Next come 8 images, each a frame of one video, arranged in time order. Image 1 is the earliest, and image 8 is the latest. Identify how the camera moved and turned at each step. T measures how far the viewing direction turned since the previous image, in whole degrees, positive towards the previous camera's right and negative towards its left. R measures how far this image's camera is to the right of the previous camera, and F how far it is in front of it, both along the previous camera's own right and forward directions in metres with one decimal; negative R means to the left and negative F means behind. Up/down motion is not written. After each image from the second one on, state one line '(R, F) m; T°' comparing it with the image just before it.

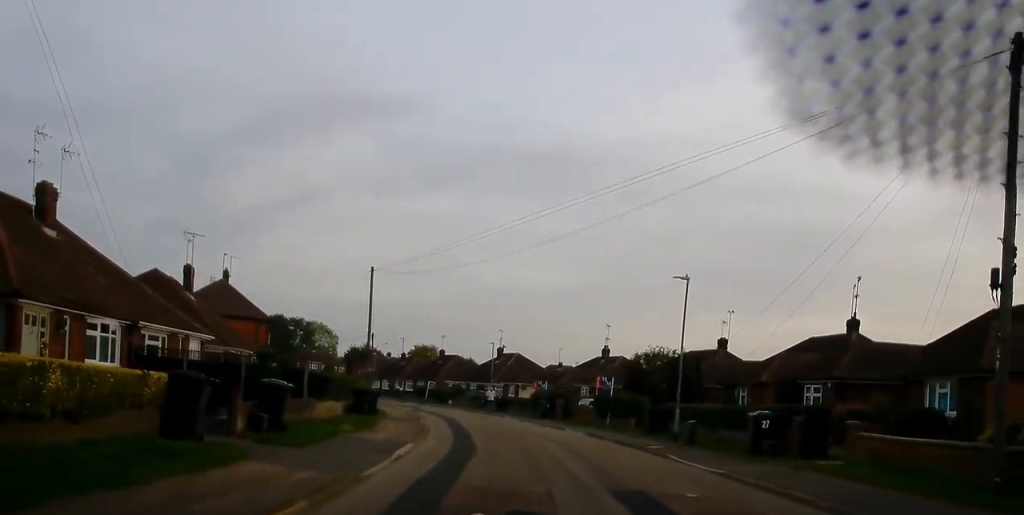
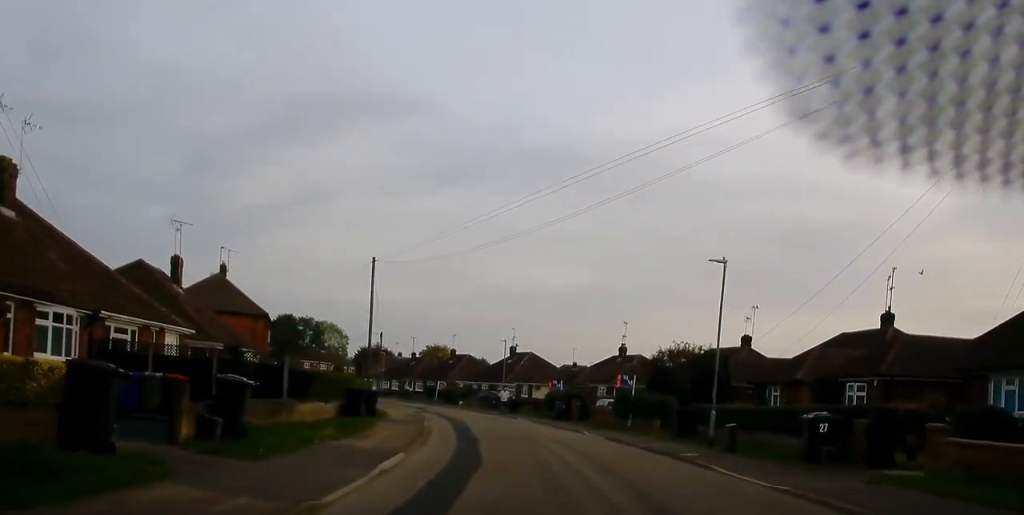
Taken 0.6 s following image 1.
(-0.1, +3.2) m; -1°
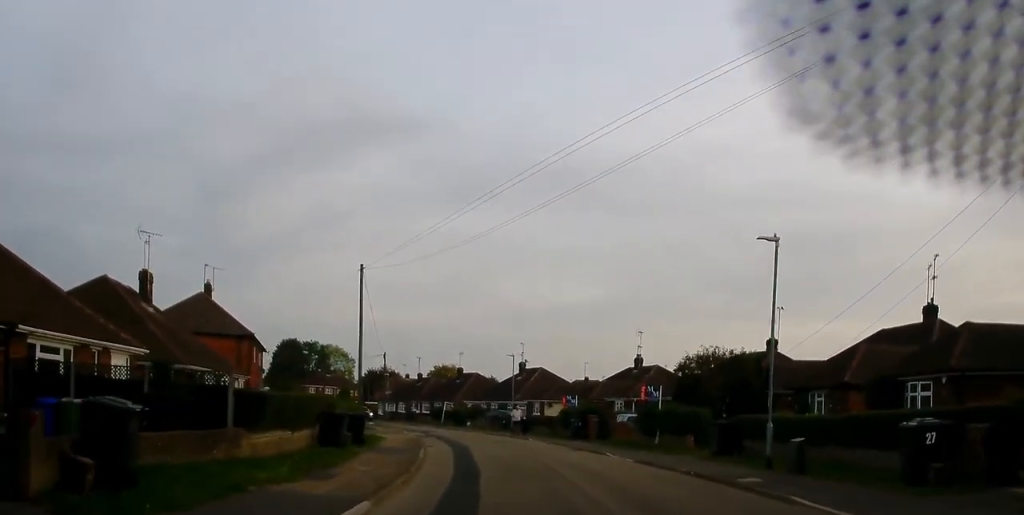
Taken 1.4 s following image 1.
(0.0, +4.4) m; -1°
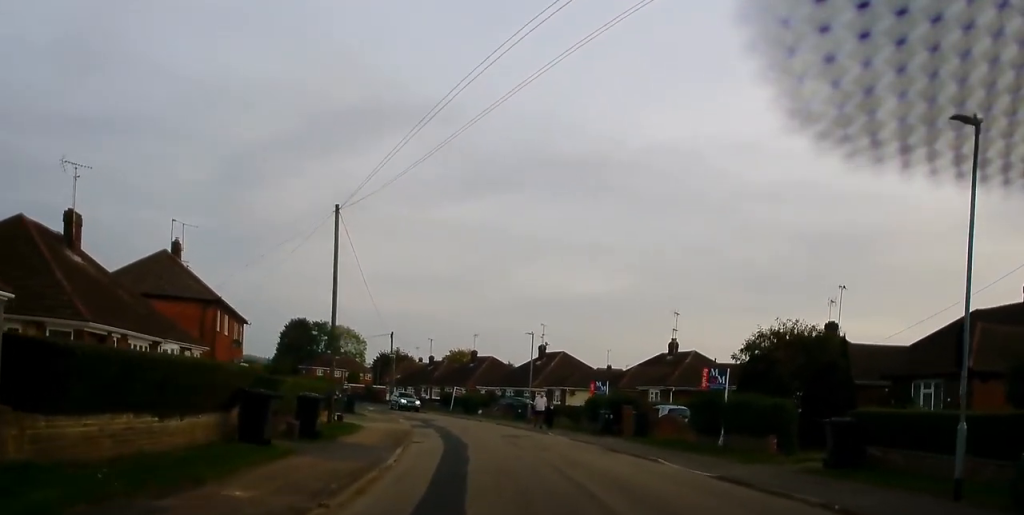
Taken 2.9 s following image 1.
(0.0, +8.0) m; 0°
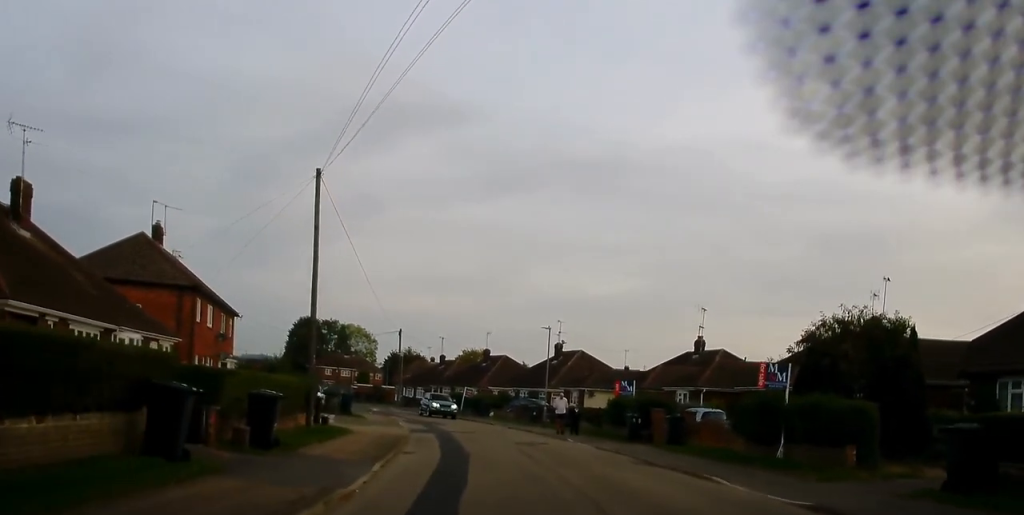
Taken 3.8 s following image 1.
(0.0, +4.5) m; -2°
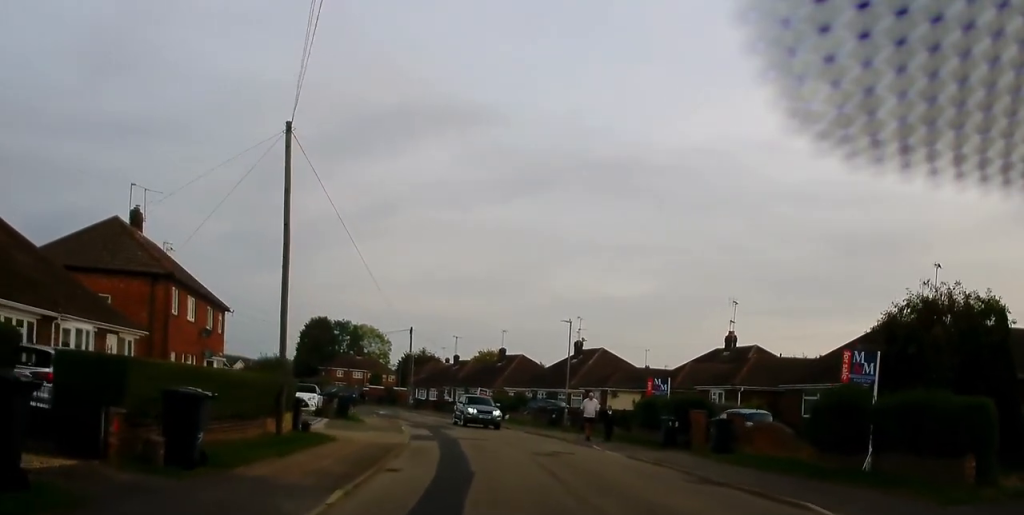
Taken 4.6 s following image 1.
(-0.1, +4.2) m; -1°
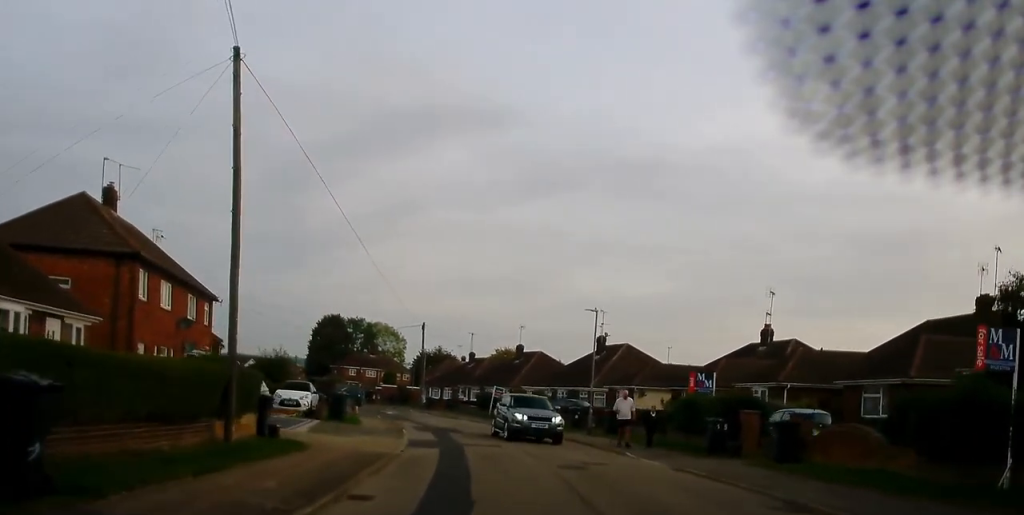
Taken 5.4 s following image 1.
(0.0, +4.1) m; -1°
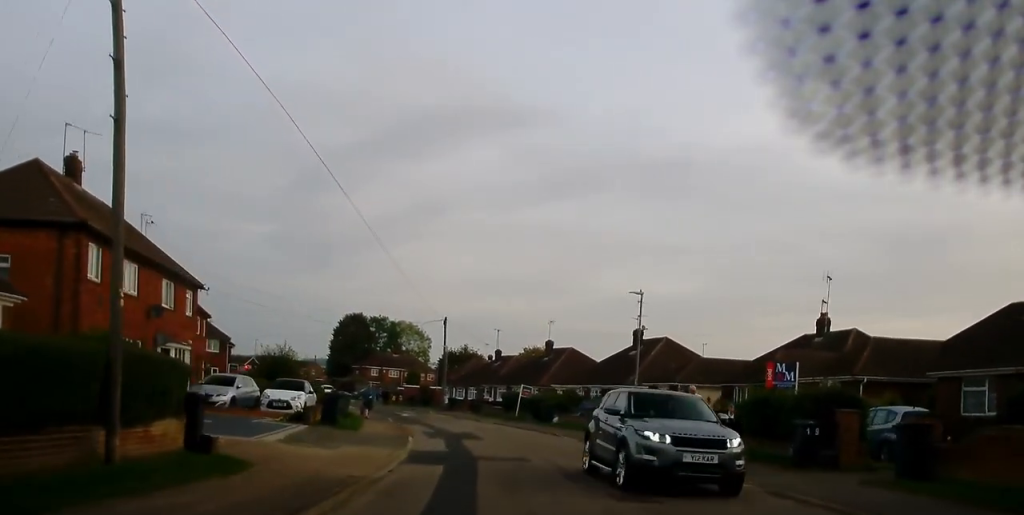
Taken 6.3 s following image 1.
(0.0, +4.9) m; -3°
